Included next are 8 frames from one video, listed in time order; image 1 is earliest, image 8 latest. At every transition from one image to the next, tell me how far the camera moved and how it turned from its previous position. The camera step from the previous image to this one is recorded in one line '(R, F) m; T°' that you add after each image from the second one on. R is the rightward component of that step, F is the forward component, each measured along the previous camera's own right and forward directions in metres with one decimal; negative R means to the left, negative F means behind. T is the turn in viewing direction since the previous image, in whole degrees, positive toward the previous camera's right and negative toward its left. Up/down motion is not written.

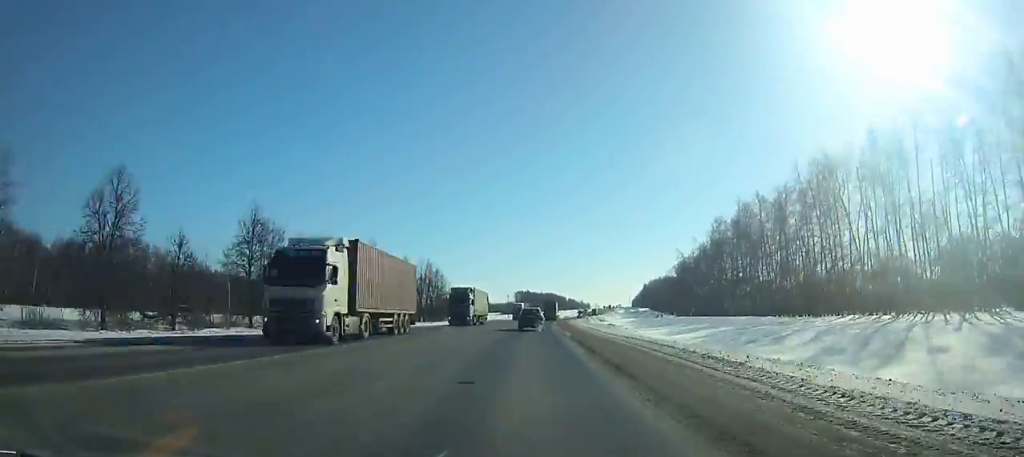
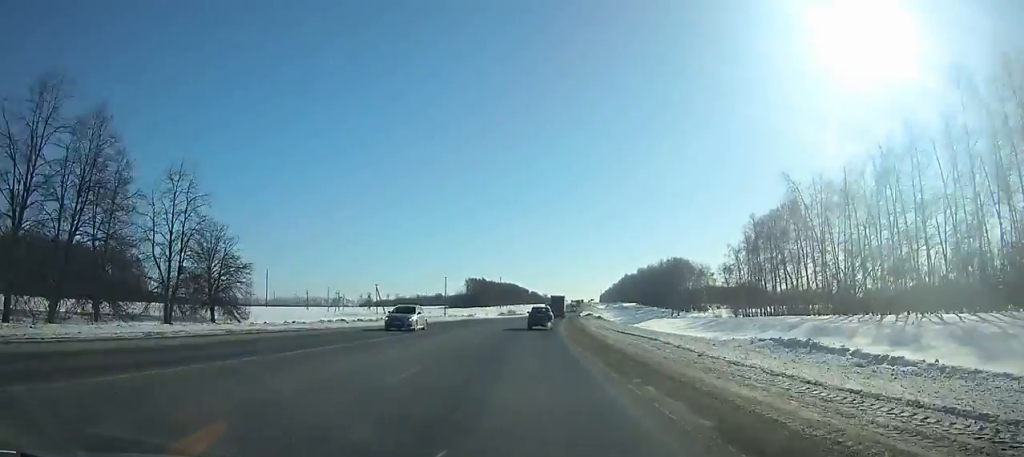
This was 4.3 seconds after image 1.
(+4.3, +109.6) m; +5°
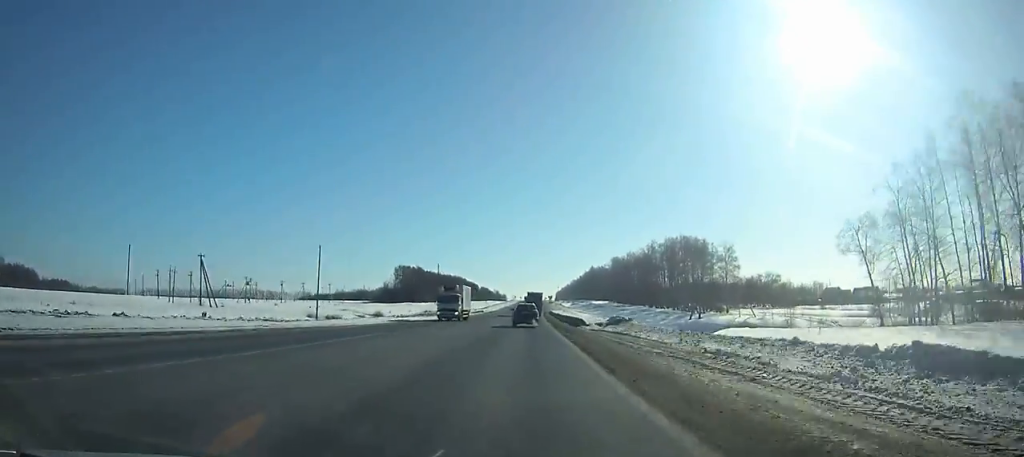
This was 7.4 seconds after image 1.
(+2.7, +81.1) m; +3°
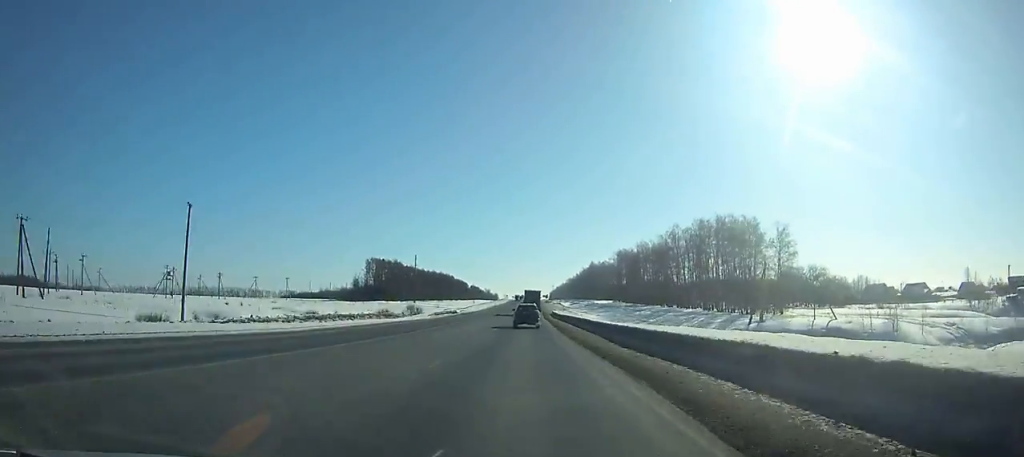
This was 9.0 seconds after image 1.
(+0.6, +42.6) m; +1°
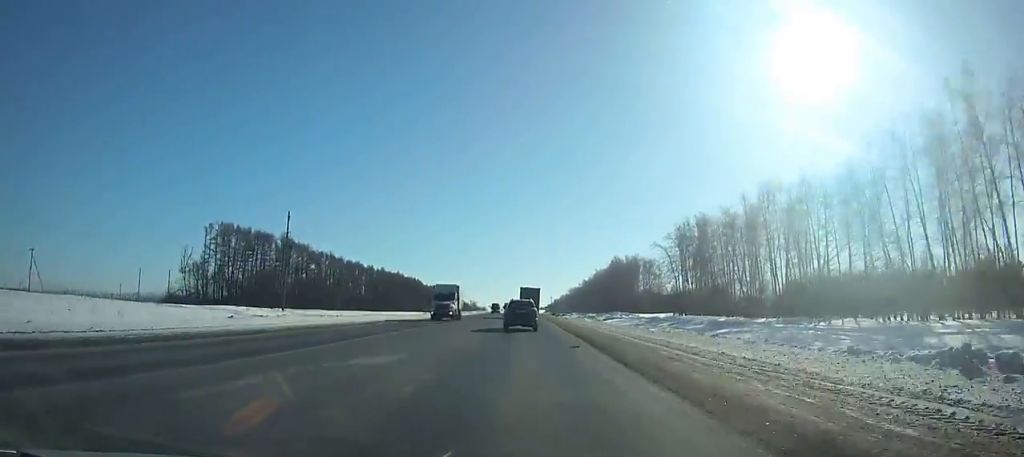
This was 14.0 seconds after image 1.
(+1.7, +133.7) m; +1°
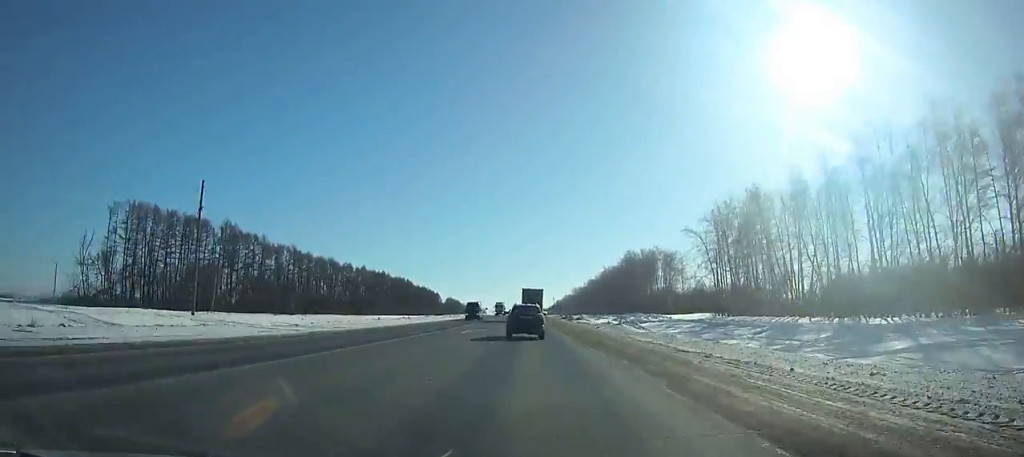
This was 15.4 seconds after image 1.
(+0.2, +34.4) m; 0°
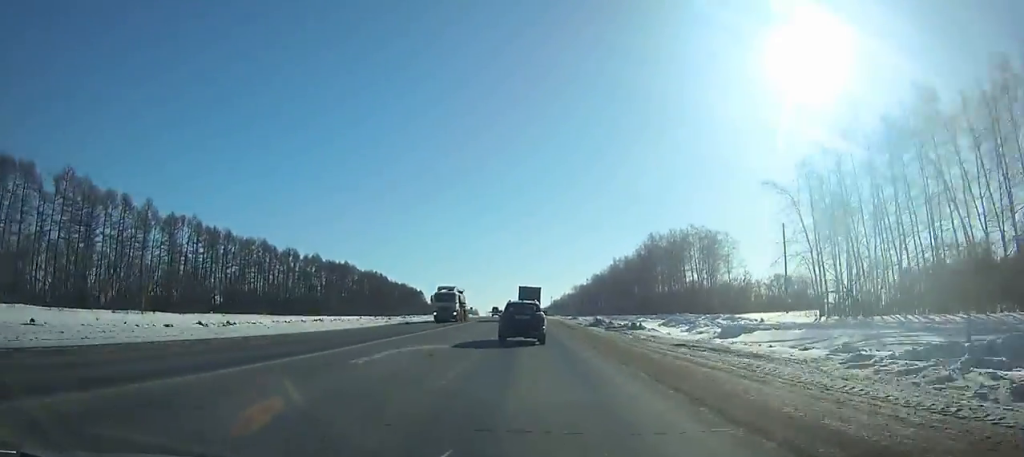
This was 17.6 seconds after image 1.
(+0.2, +52.5) m; 0°
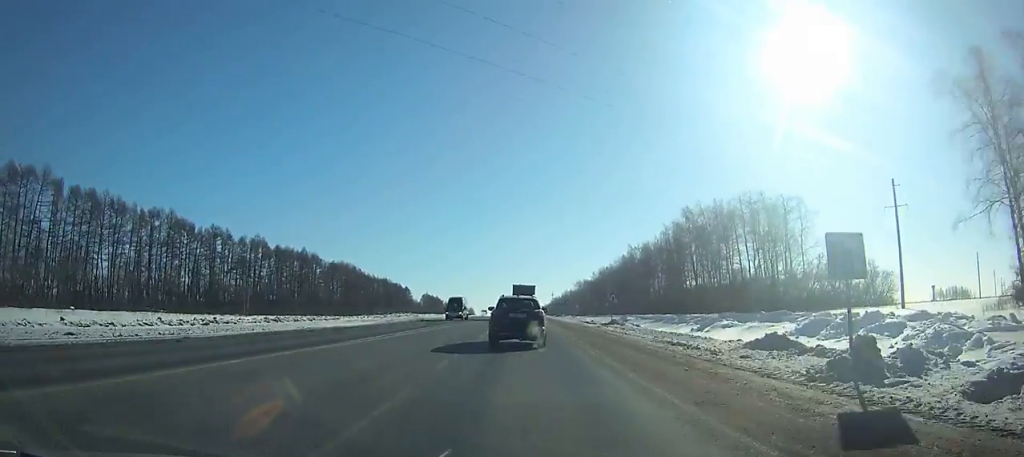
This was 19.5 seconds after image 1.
(+0.1, +41.5) m; 0°
